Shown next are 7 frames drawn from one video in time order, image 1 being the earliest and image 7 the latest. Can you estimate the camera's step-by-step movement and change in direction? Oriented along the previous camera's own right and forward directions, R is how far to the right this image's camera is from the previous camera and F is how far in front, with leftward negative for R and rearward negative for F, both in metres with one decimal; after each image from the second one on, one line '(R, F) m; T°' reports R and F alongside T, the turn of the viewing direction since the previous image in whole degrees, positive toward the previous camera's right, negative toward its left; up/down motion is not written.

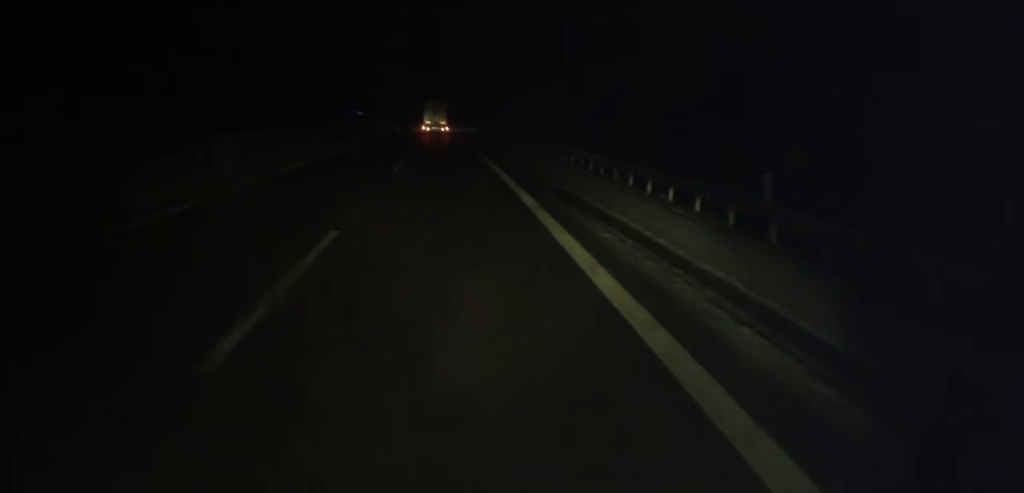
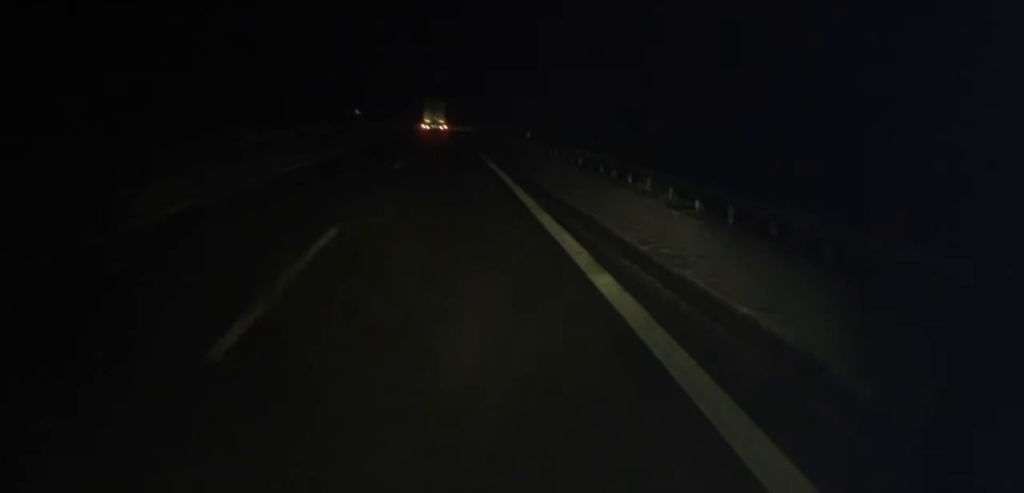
(-0.4, +18.3) m; -1°
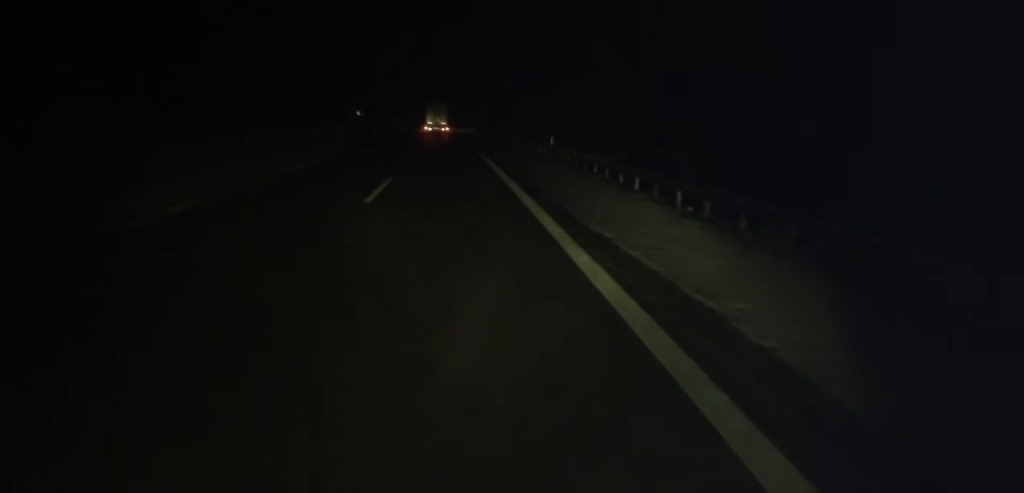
(+0.2, +8.6) m; 0°
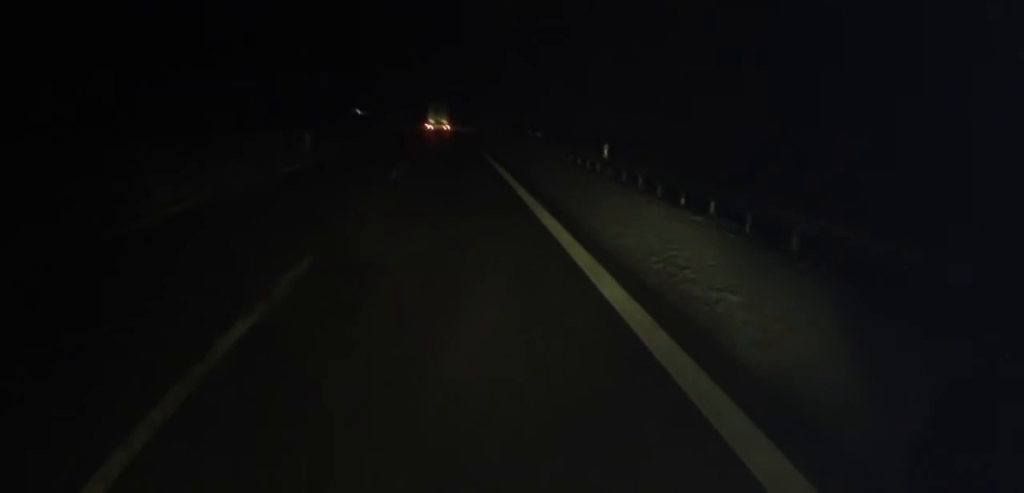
(0.0, +12.4) m; -1°
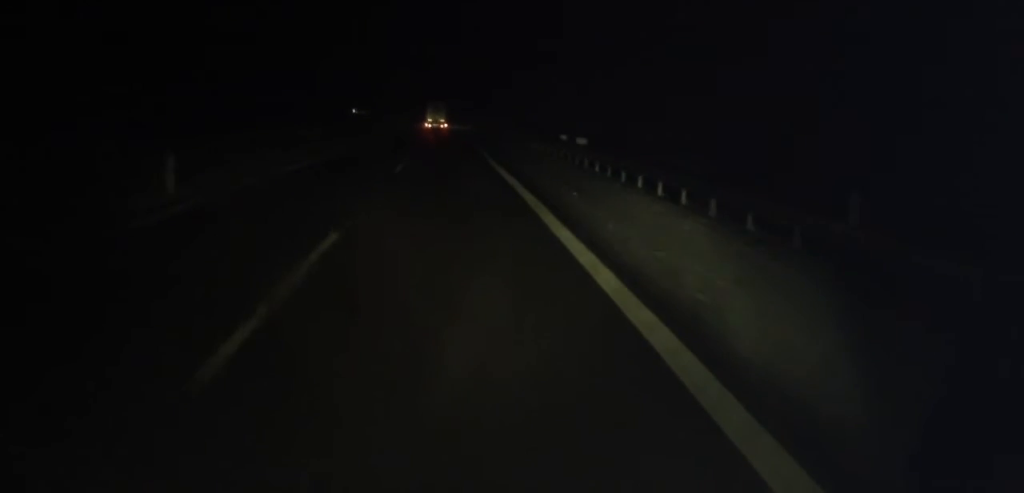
(-0.3, +16.3) m; -1°
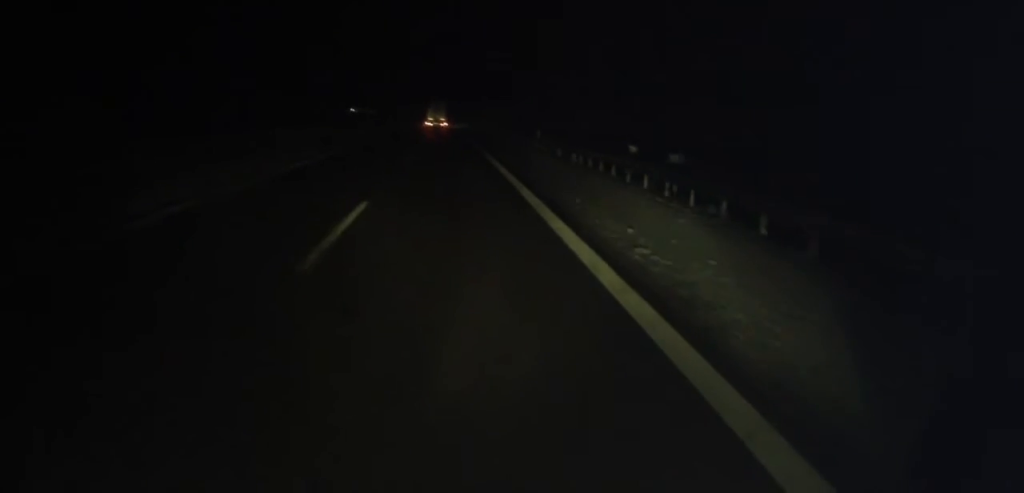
(0.0, +14.8) m; +1°
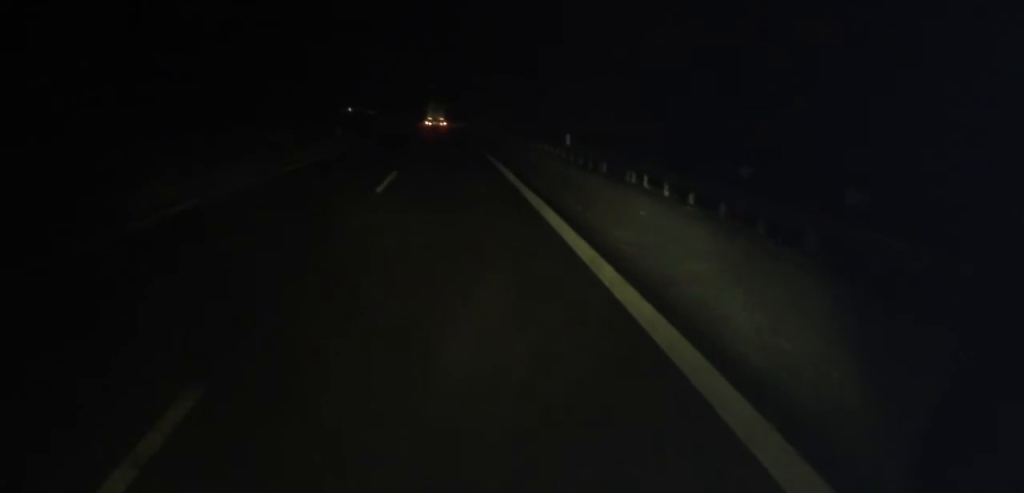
(+0.1, +9.9) m; +1°
